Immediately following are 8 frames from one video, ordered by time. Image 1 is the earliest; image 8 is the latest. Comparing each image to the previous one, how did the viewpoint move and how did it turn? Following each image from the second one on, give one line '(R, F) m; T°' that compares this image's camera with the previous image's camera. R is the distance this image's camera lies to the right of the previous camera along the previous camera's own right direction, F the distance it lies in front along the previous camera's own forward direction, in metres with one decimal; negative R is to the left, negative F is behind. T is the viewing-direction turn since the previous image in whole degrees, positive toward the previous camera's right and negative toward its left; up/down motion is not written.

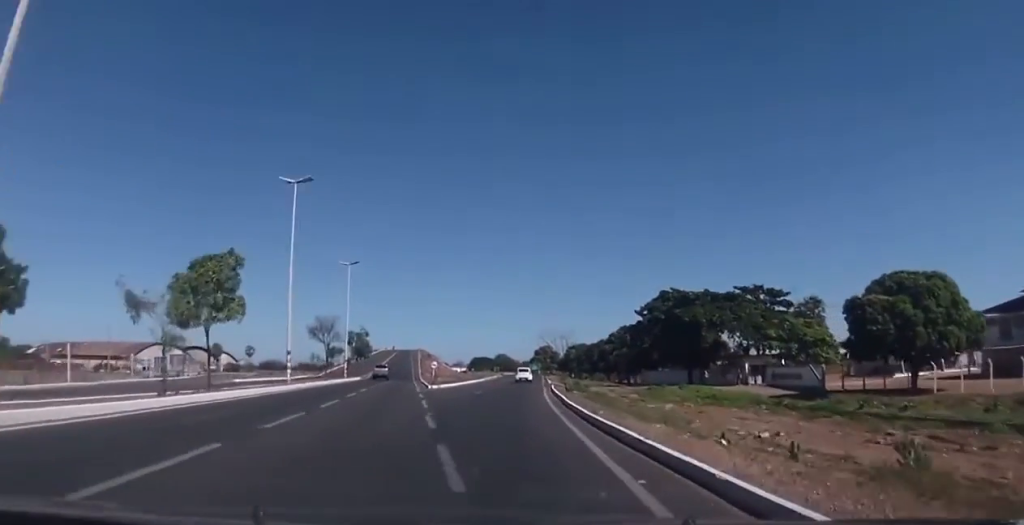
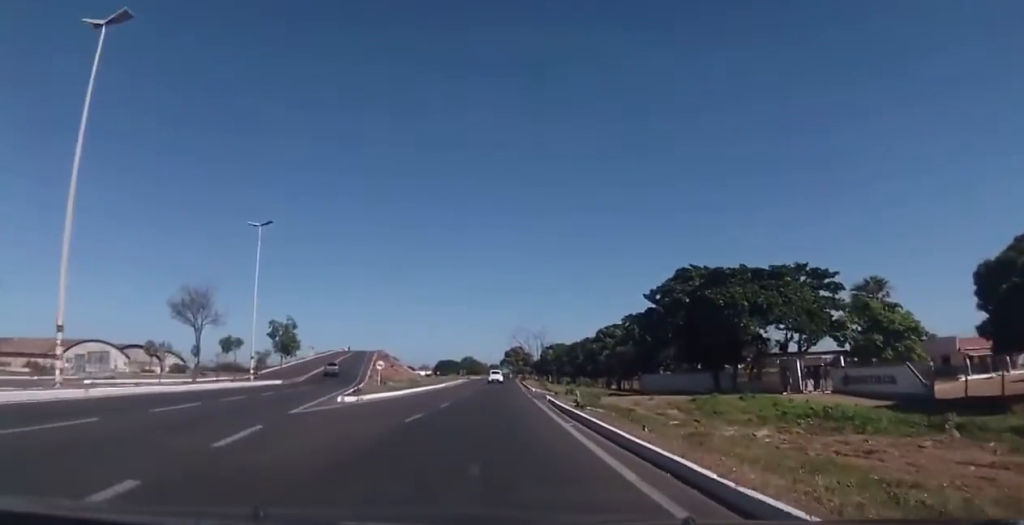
(+0.6, +19.5) m; +3°
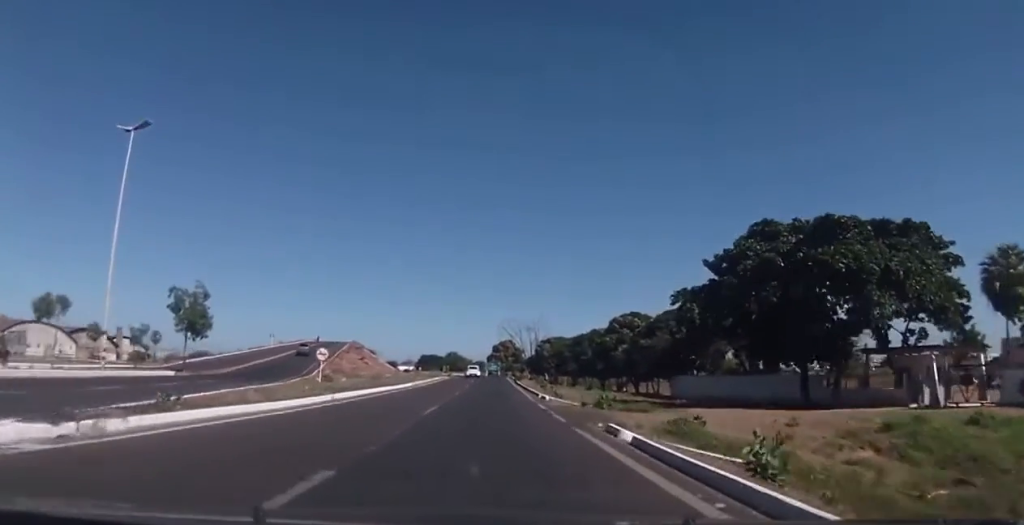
(+0.5, +20.5) m; +2°
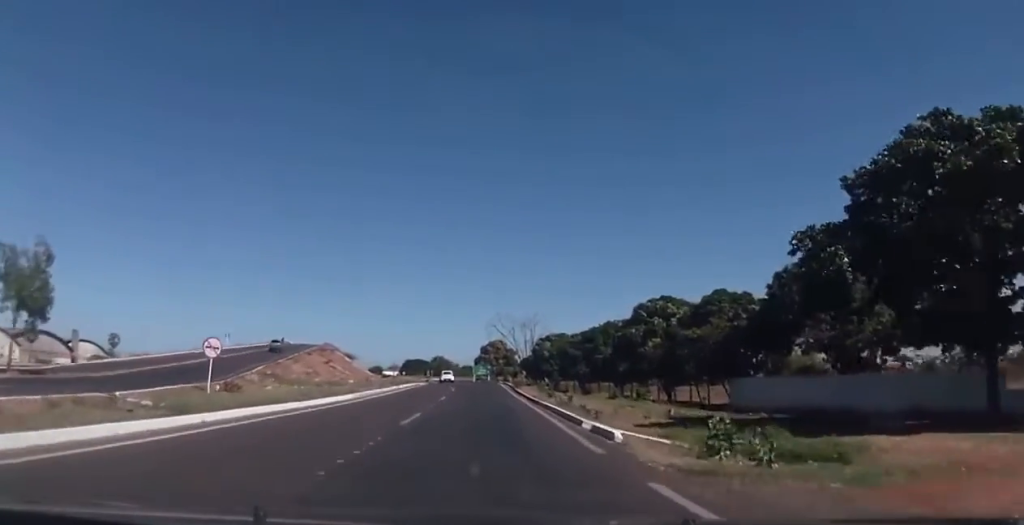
(+0.4, +19.9) m; +1°
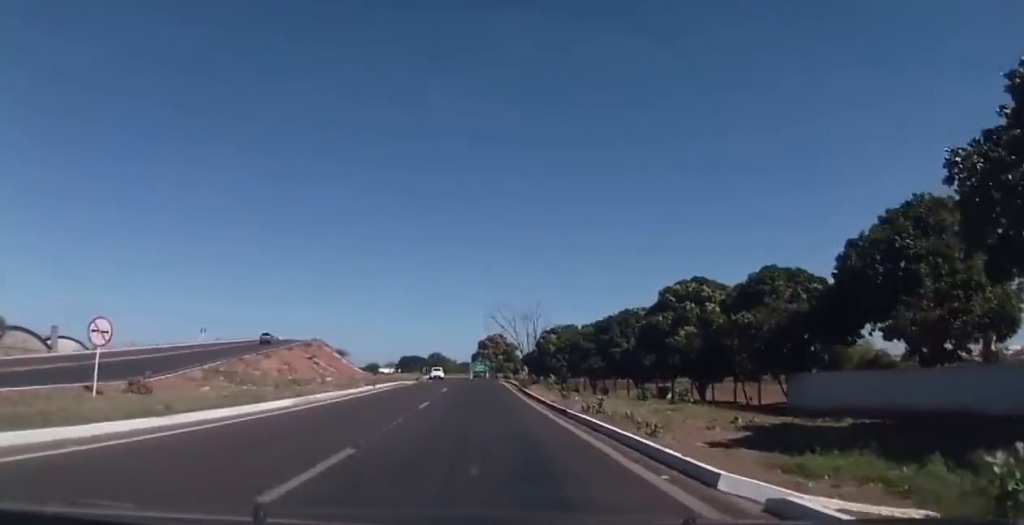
(+0.1, +10.8) m; 0°
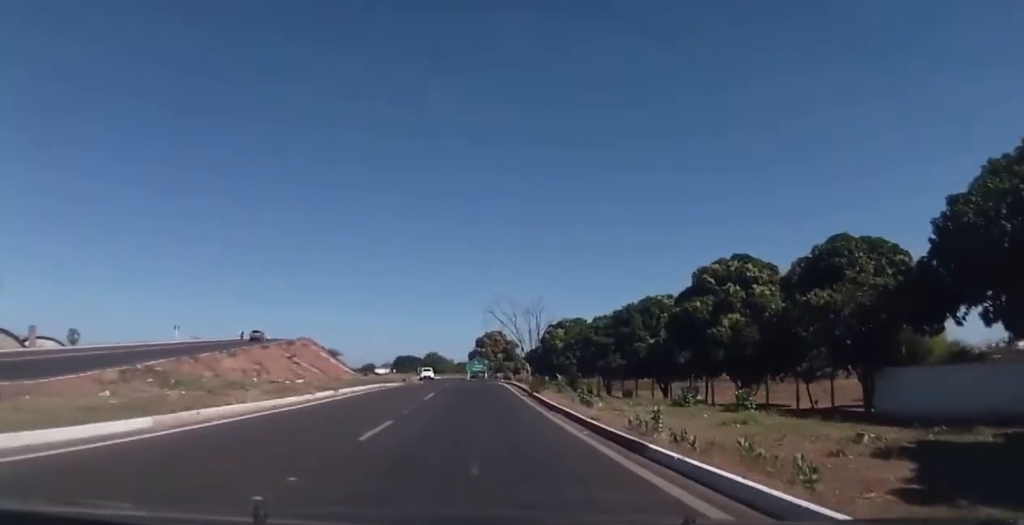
(-0.1, +10.5) m; 0°
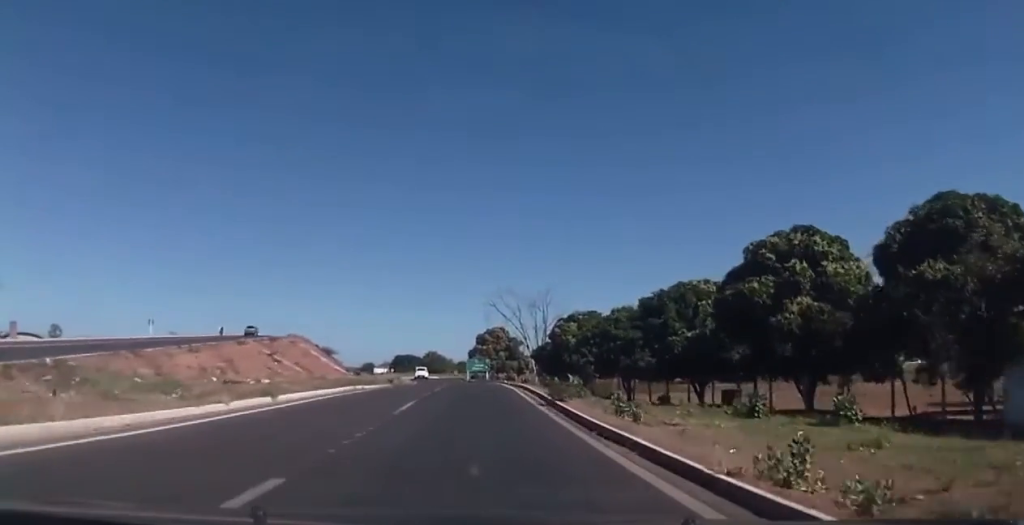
(0.0, +8.8) m; 0°
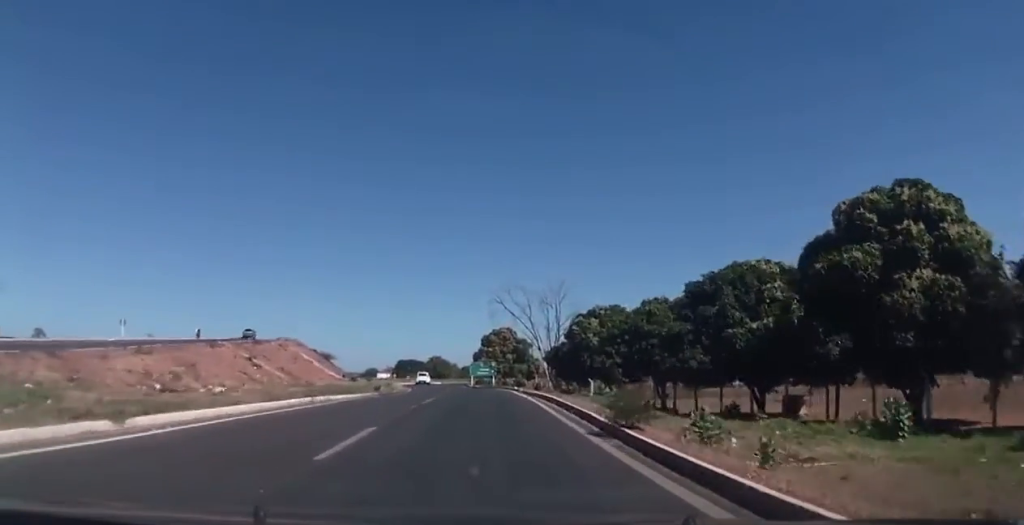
(0.0, +8.9) m; +1°
